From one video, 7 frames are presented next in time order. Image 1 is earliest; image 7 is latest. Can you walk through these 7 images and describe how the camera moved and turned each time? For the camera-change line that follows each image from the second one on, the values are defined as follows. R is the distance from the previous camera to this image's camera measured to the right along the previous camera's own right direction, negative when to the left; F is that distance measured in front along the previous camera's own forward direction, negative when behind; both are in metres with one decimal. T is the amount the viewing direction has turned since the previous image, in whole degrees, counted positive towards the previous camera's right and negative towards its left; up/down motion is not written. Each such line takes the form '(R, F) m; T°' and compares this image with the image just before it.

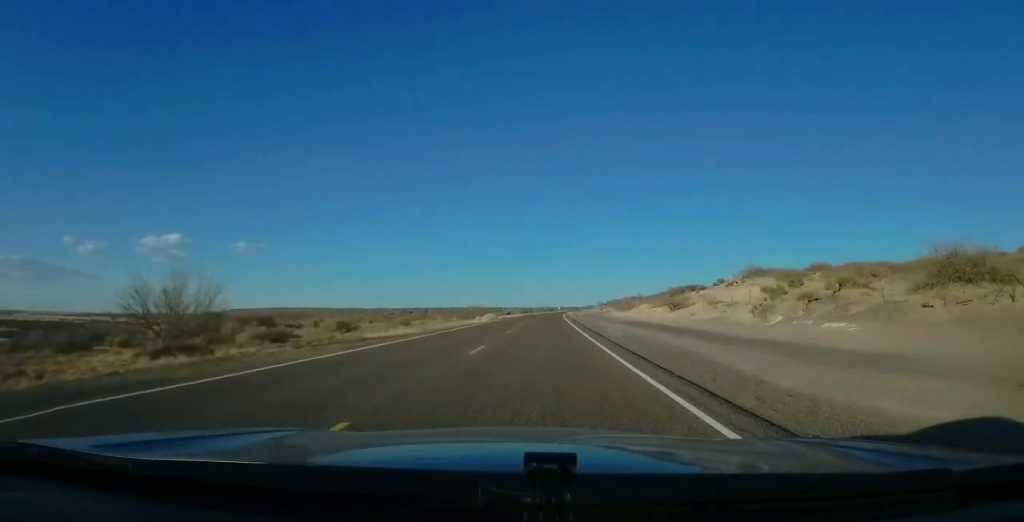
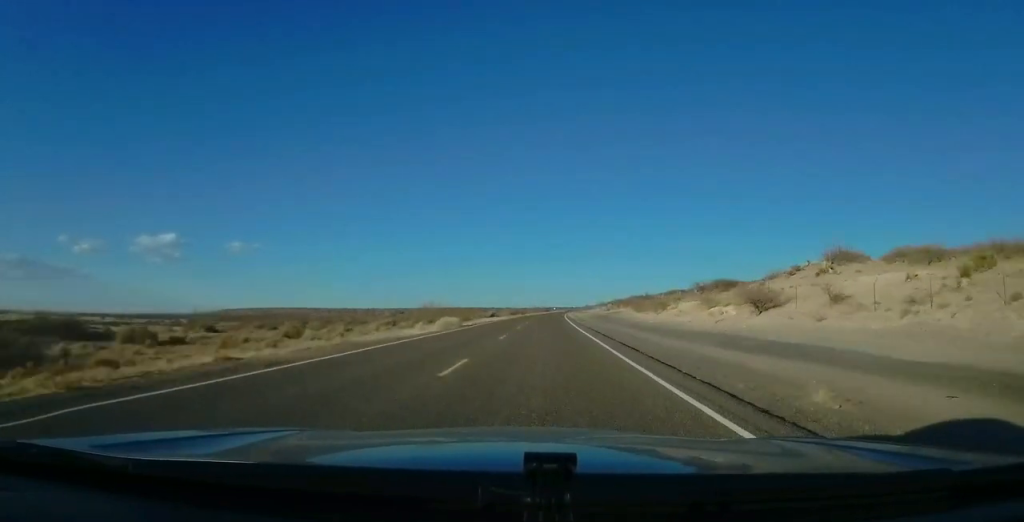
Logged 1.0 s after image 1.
(-0.1, +29.4) m; +1°
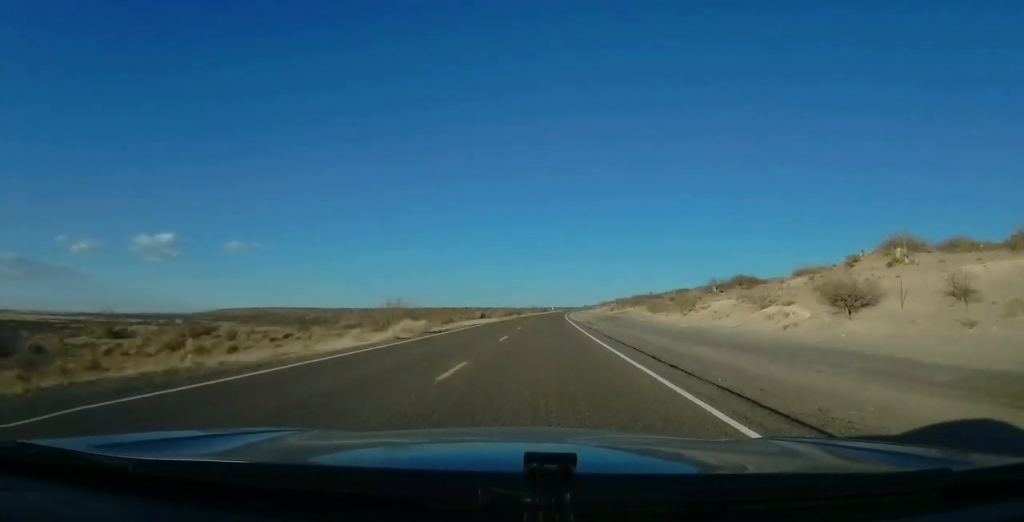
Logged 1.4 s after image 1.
(-0.1, +12.7) m; +1°
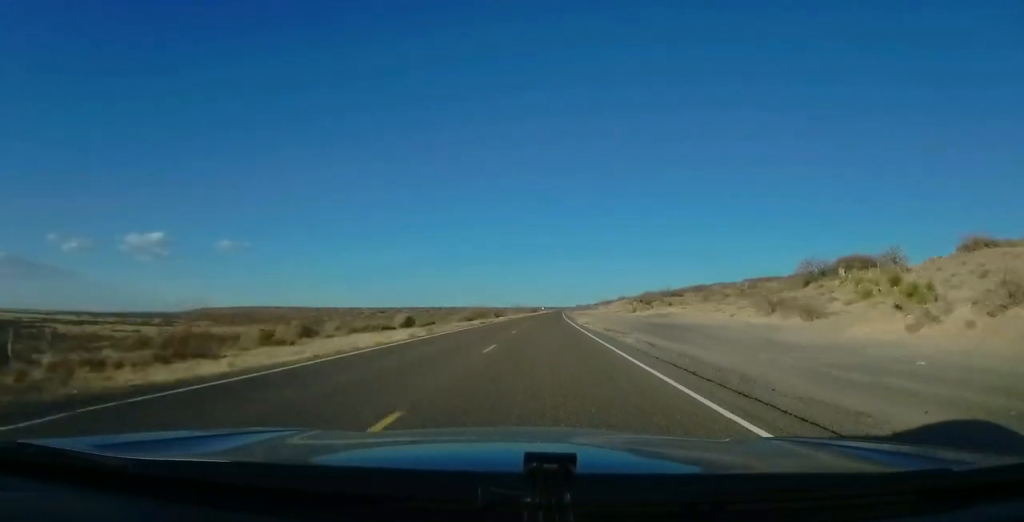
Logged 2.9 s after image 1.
(+1.0, +43.0) m; +1°
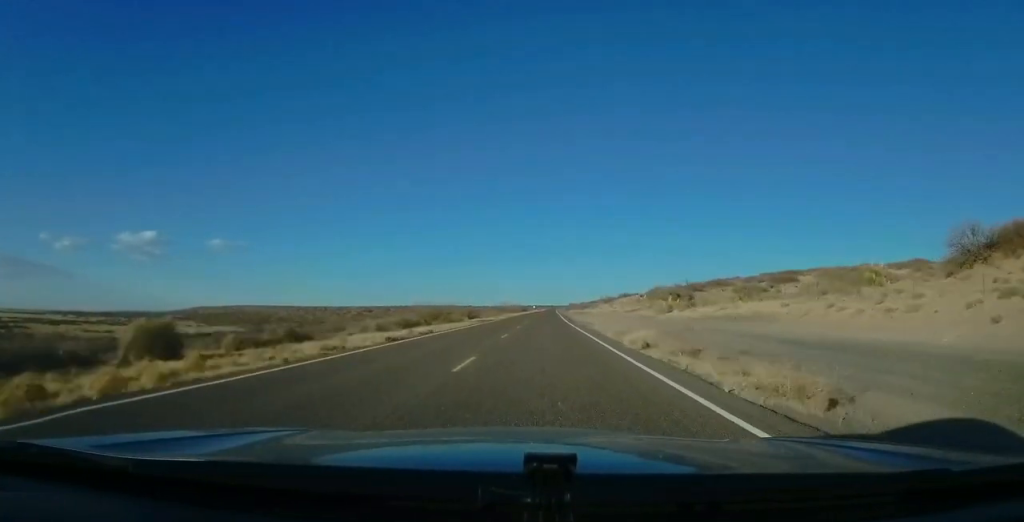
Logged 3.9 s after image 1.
(+0.1, +29.4) m; +1°
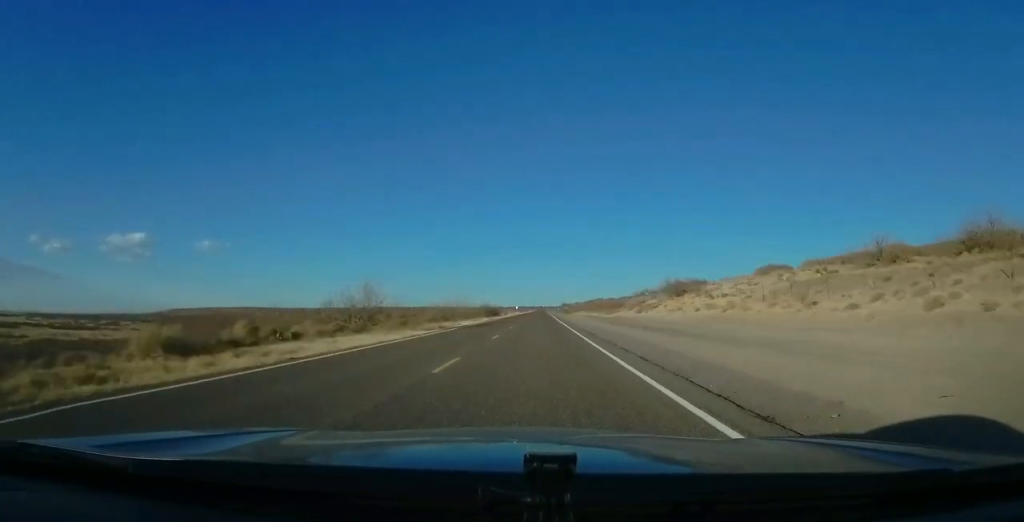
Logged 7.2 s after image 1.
(+0.3, +97.9) m; 0°
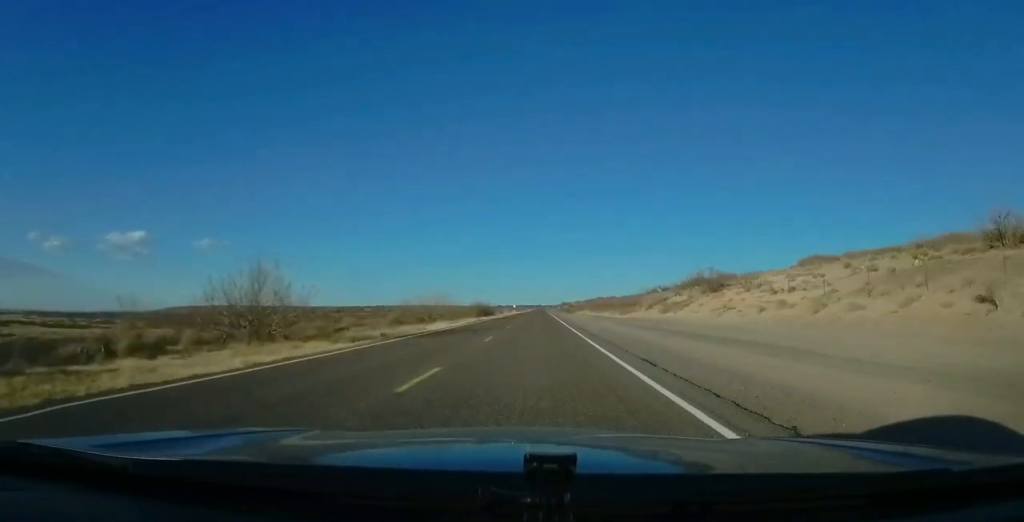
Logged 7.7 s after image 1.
(-0.3, +14.7) m; 0°
